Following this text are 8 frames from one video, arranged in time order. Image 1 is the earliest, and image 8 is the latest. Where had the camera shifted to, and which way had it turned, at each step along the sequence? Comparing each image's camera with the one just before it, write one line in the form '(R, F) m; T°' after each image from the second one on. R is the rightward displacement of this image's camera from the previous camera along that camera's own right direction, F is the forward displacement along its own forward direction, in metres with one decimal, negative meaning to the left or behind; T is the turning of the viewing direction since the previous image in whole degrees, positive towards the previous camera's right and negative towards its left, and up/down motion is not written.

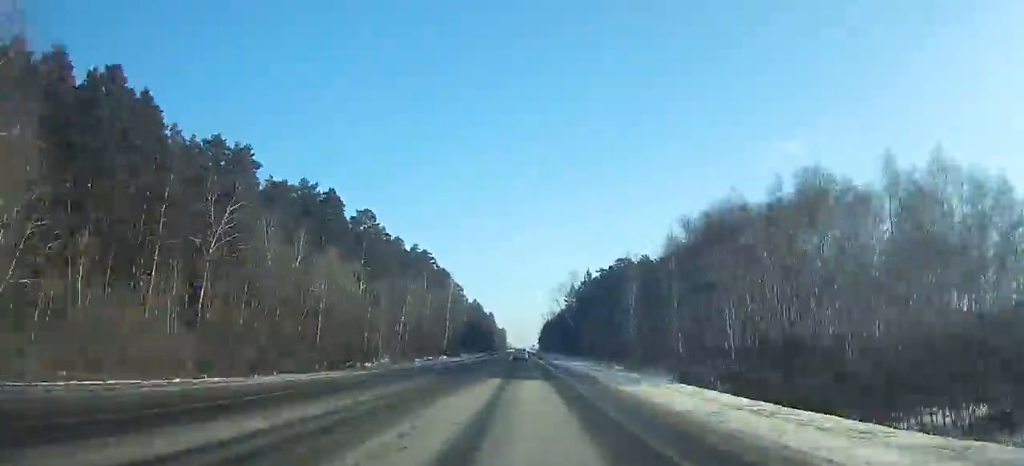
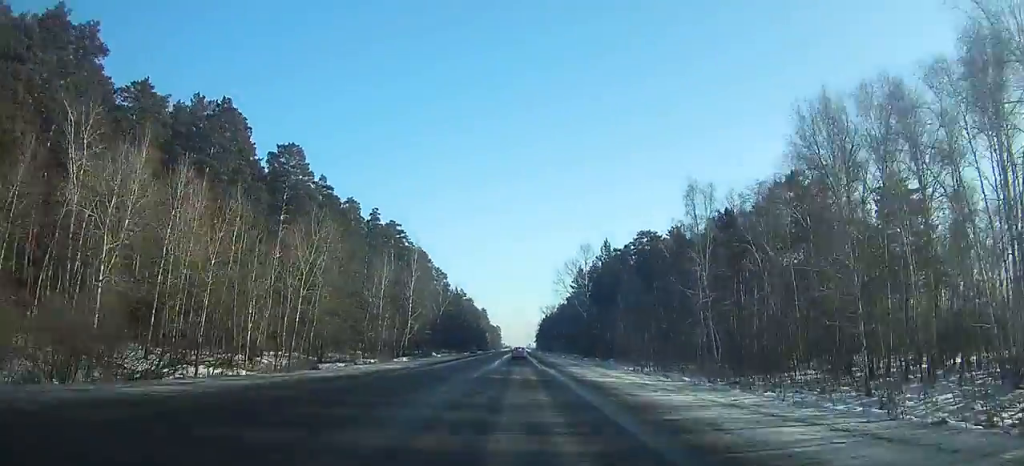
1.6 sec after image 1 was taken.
(-0.1, +35.2) m; 0°
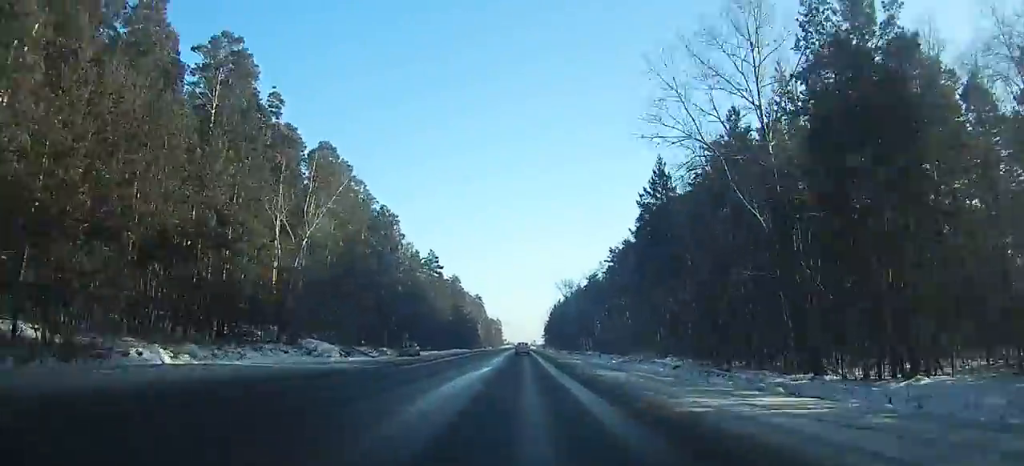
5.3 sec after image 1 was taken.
(-0.3, +79.8) m; 0°
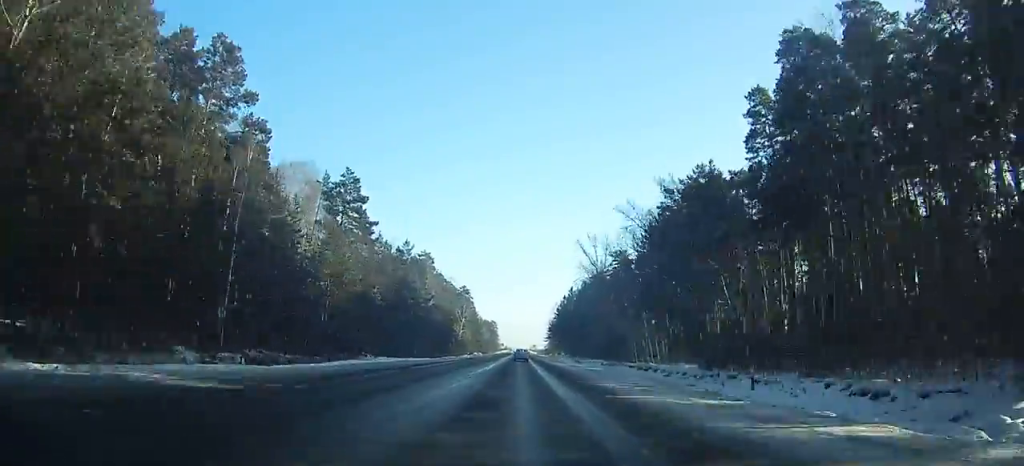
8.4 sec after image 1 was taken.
(0.0, +65.2) m; 0°
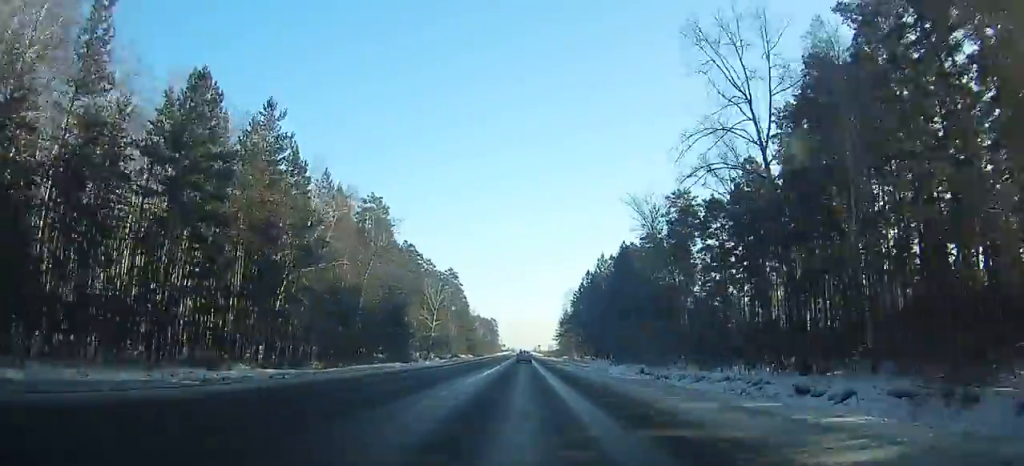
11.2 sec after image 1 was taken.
(-0.1, +58.4) m; 0°
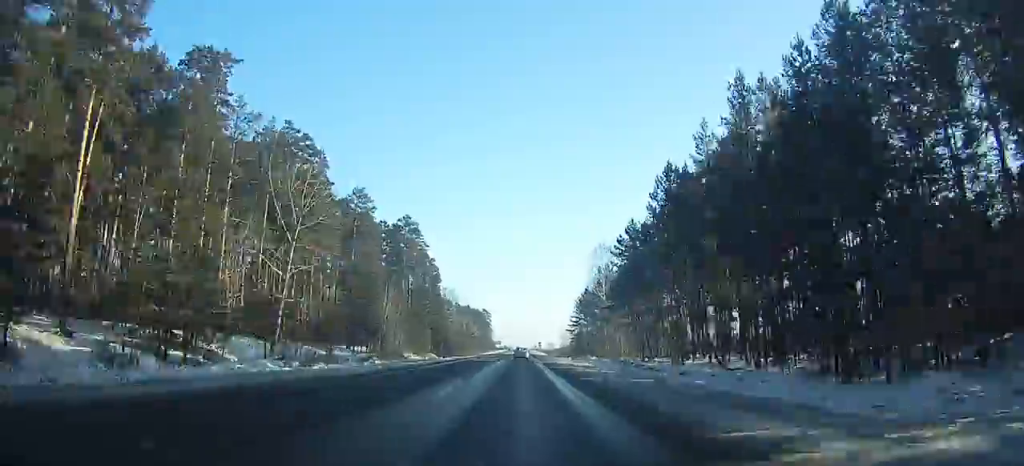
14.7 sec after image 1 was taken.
(+0.1, +73.3) m; 0°
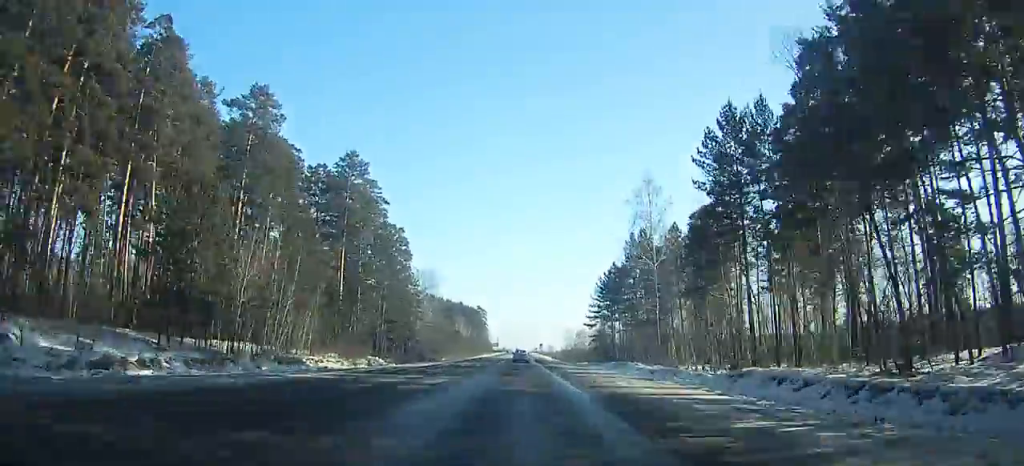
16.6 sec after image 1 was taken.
(+0.1, +40.1) m; 0°
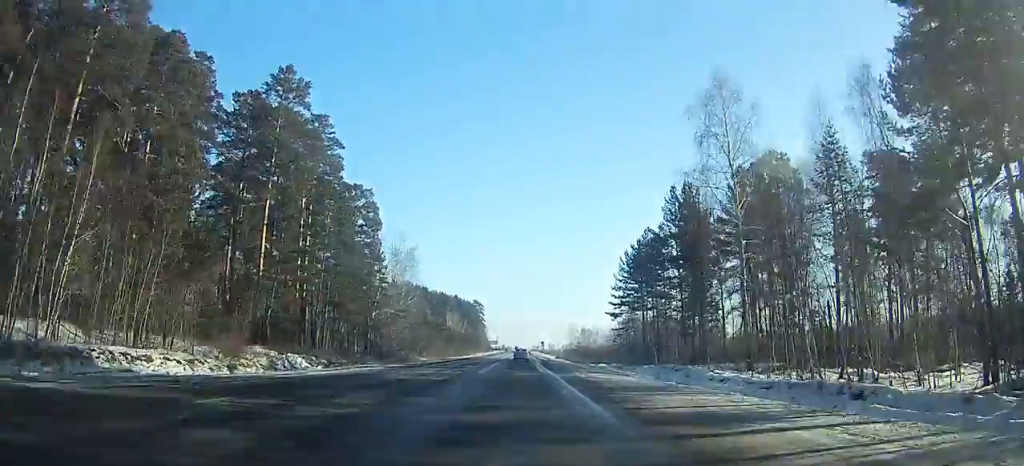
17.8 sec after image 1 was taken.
(+0.1, +25.4) m; 0°
